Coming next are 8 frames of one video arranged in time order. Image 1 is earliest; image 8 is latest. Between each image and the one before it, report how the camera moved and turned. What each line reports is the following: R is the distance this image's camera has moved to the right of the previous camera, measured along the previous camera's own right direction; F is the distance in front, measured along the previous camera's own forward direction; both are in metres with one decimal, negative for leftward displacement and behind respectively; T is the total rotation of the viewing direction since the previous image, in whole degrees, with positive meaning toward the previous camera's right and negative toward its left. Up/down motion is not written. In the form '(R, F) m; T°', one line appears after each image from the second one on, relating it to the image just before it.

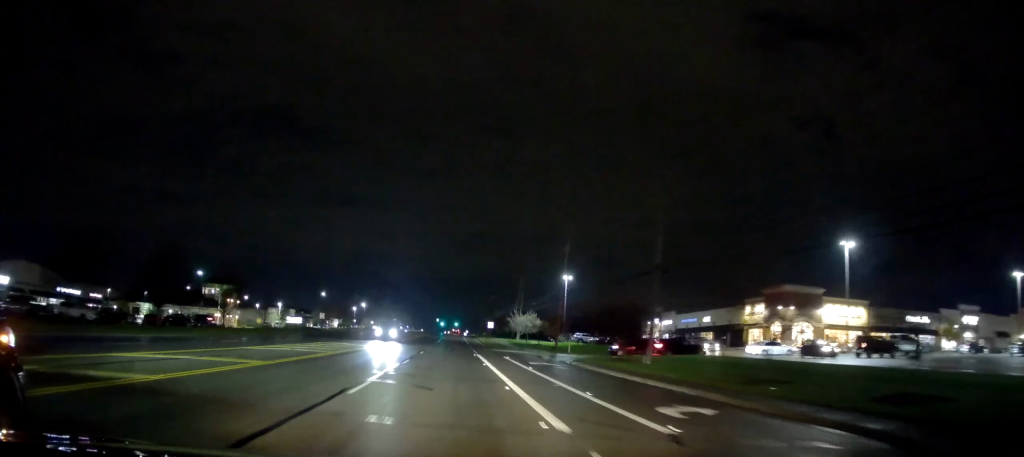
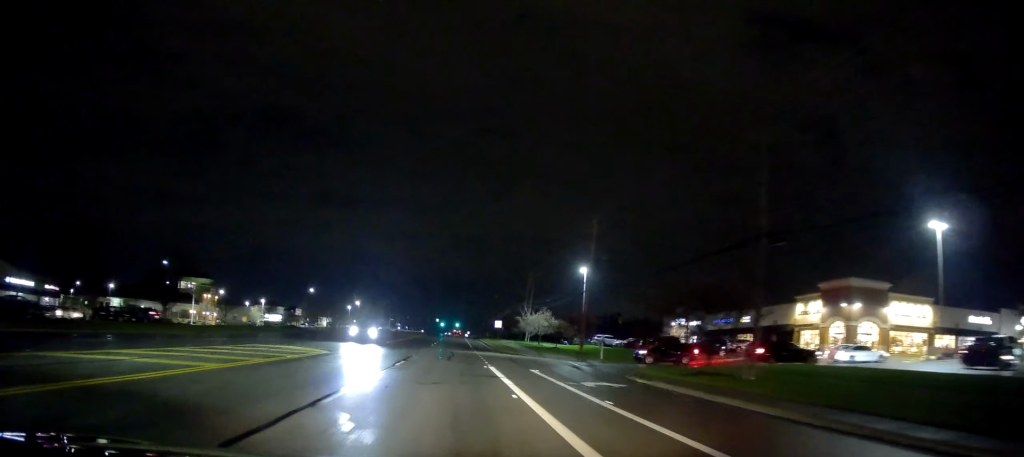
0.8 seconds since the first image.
(-0.2, +15.1) m; 0°
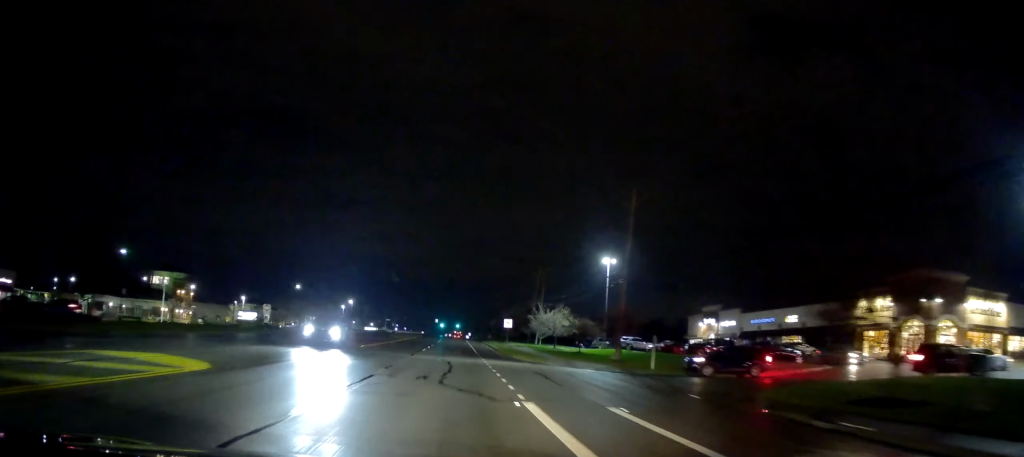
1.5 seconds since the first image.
(+0.1, +13.5) m; +1°
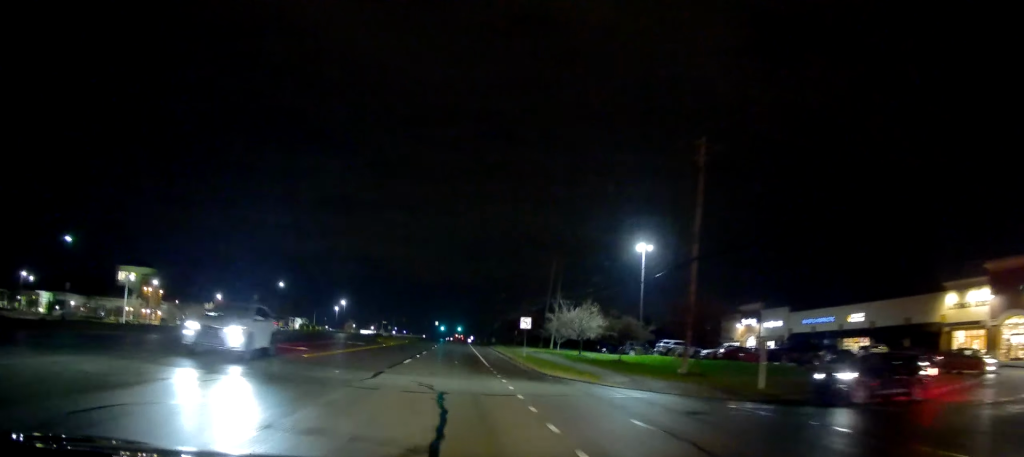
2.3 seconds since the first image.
(+0.1, +14.3) m; -1°
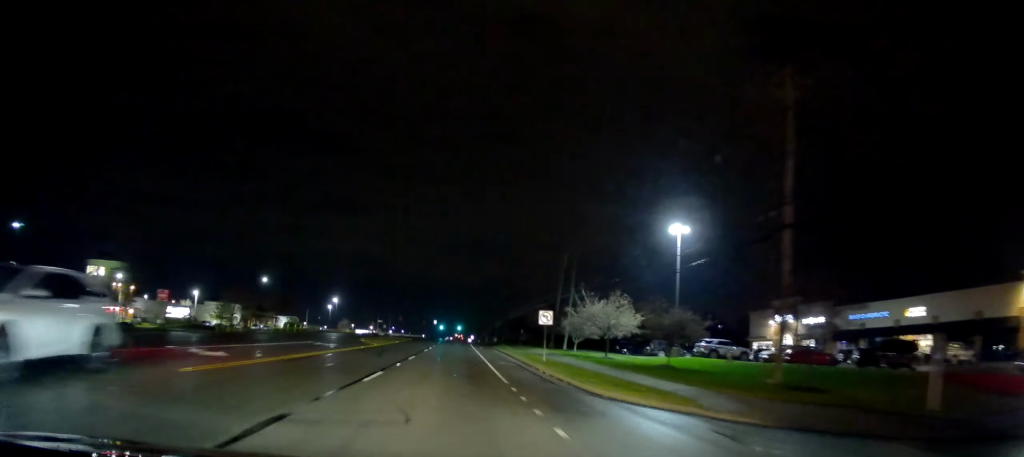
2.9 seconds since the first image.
(0.0, +10.5) m; -1°
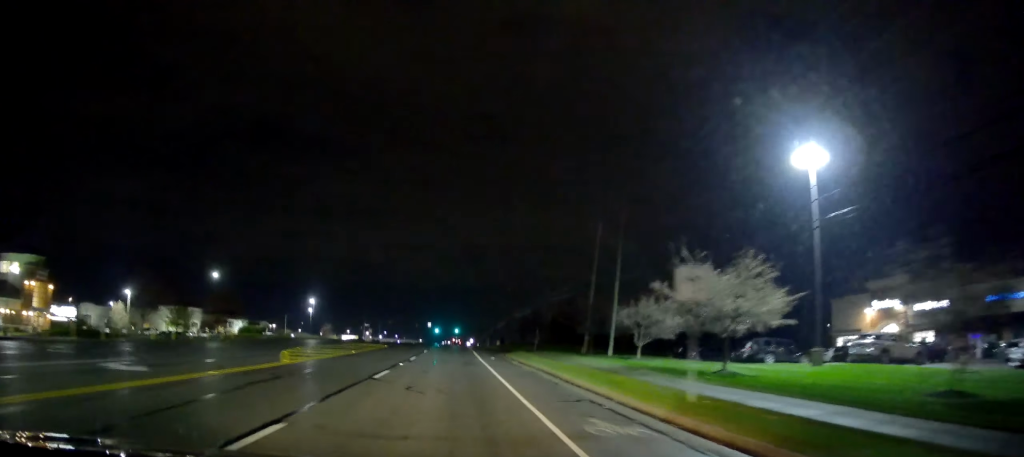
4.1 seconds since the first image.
(-0.3, +21.9) m; 0°
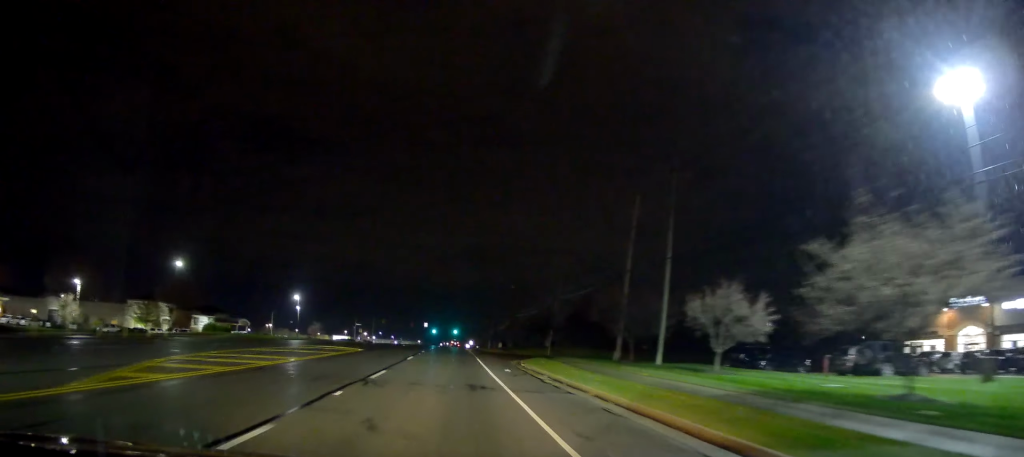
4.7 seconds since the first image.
(+0.1, +12.0) m; 0°
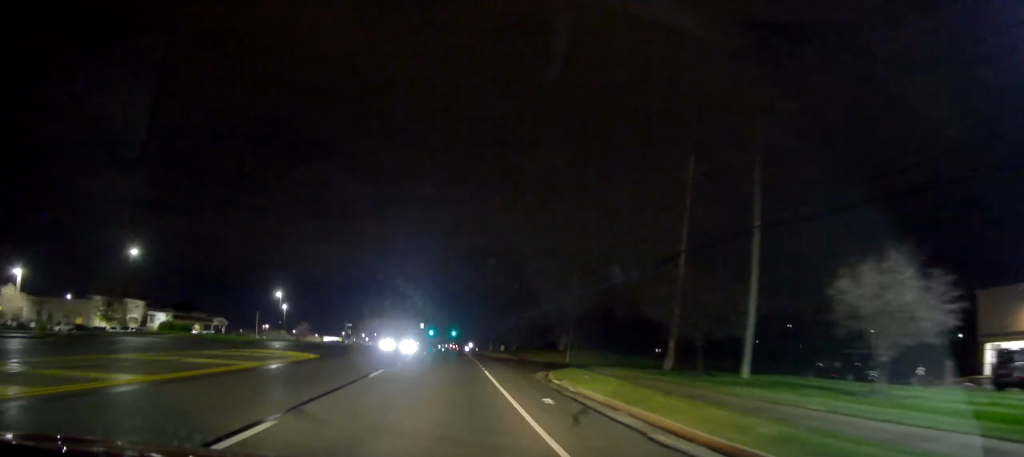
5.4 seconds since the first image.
(0.0, +11.5) m; 0°
